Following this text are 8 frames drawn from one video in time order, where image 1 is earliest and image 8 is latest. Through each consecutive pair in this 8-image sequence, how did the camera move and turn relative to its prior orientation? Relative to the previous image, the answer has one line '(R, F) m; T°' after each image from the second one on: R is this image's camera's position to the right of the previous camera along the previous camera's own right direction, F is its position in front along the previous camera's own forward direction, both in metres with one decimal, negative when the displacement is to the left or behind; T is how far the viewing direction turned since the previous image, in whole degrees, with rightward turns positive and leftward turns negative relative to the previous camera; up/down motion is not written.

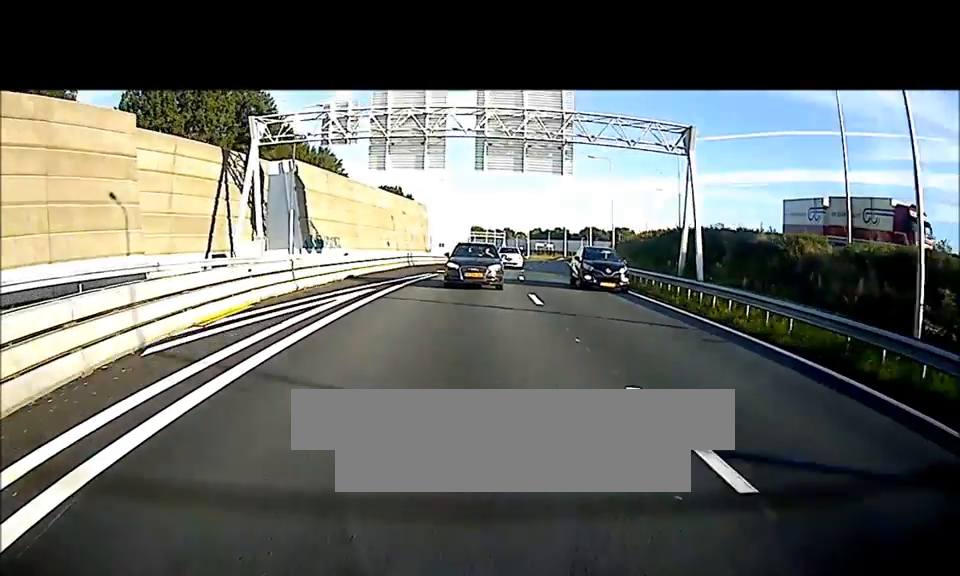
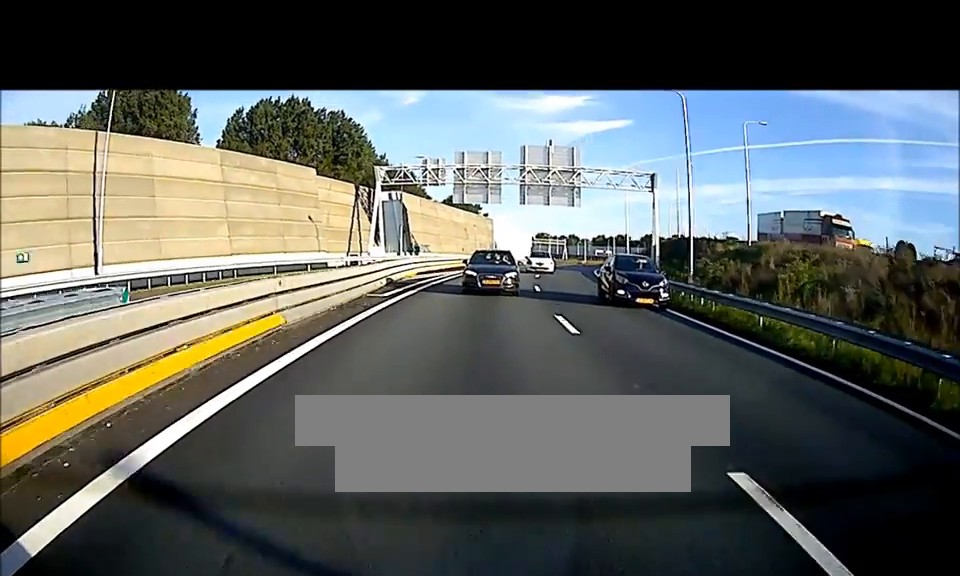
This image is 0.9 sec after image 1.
(-0.4, +19.7) m; -3°
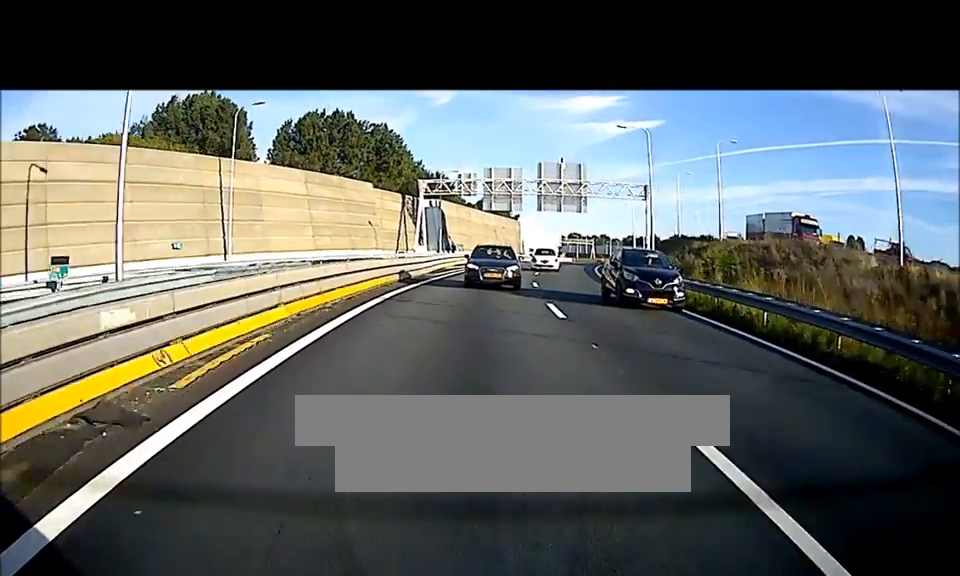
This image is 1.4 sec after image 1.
(-0.5, +10.9) m; -2°
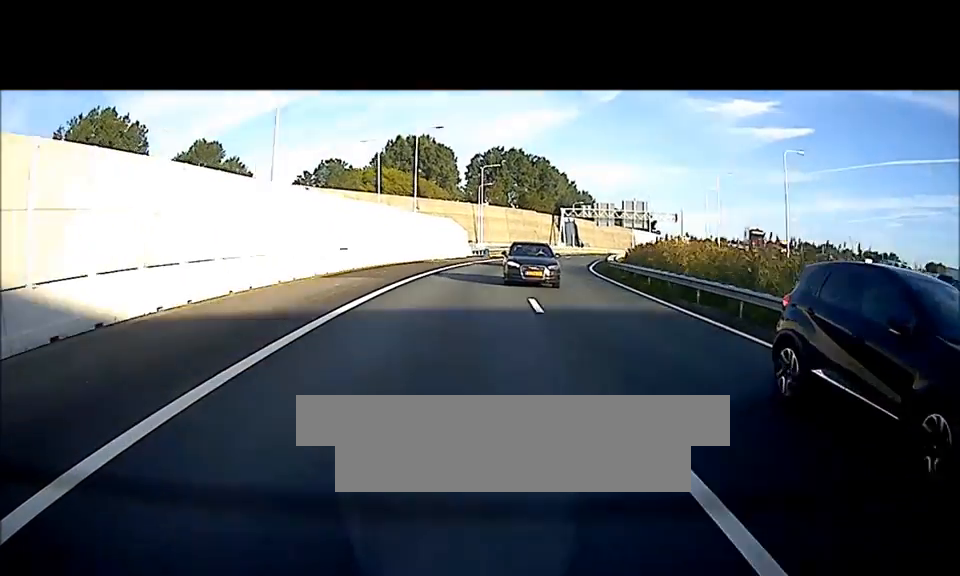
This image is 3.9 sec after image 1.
(-4.9, +49.3) m; -15°
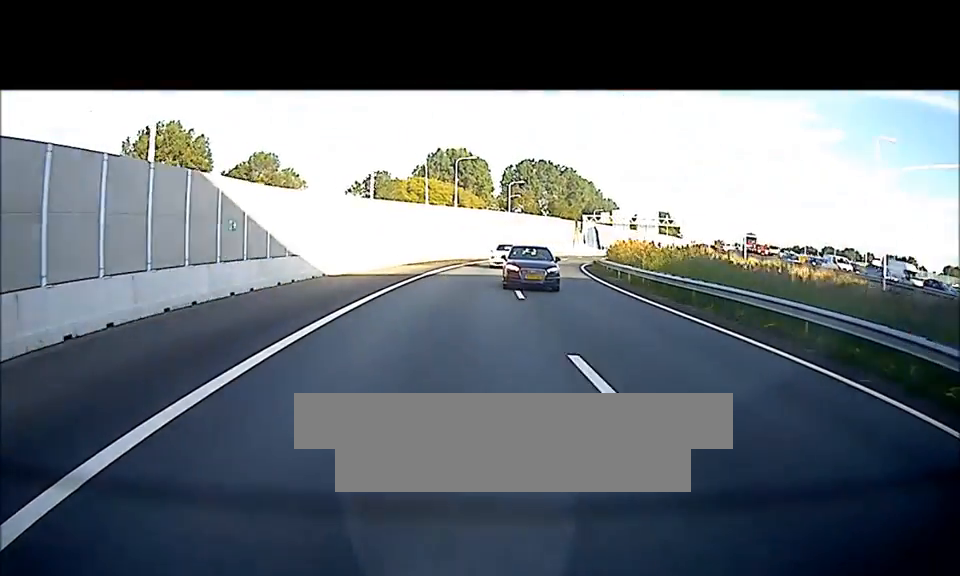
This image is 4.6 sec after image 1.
(-0.6, +14.7) m; -4°
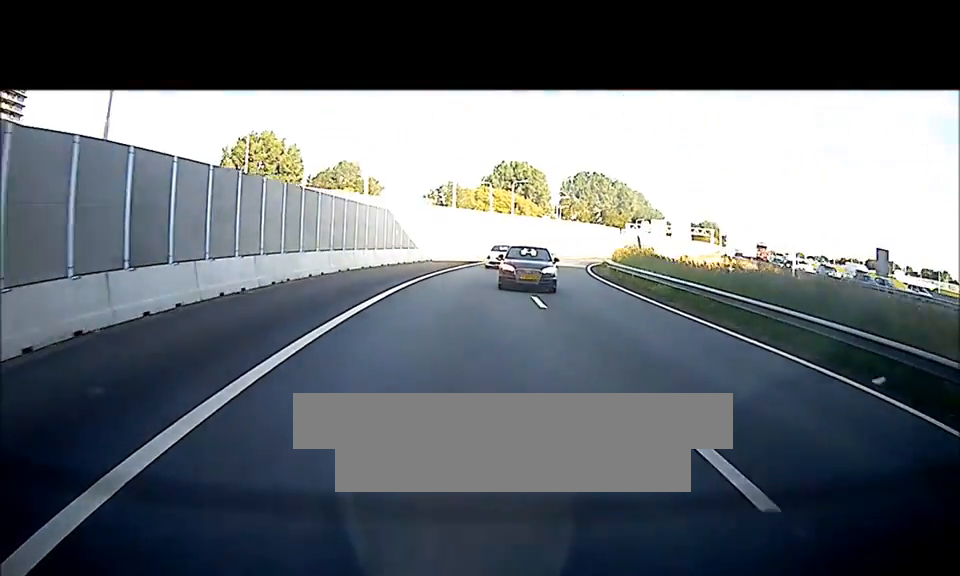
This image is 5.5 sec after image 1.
(-0.8, +22.9) m; -2°
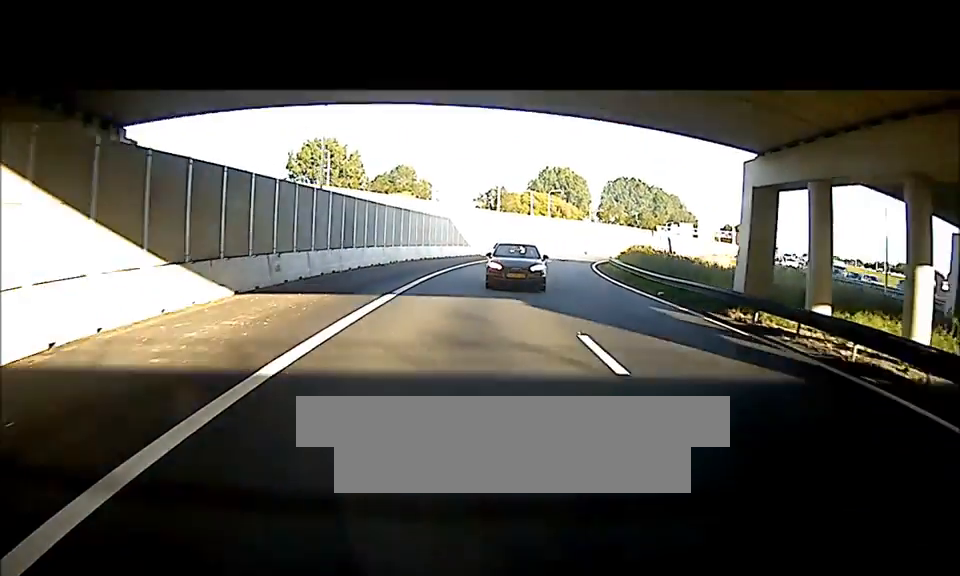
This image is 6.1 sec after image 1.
(0.0, +18.2) m; -2°
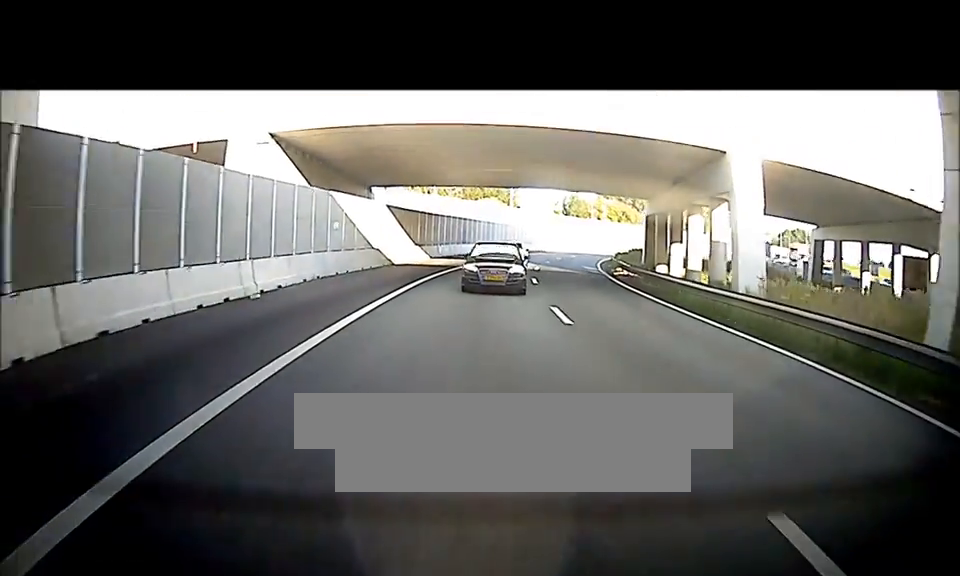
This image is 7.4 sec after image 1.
(-1.6, +33.2) m; -5°
